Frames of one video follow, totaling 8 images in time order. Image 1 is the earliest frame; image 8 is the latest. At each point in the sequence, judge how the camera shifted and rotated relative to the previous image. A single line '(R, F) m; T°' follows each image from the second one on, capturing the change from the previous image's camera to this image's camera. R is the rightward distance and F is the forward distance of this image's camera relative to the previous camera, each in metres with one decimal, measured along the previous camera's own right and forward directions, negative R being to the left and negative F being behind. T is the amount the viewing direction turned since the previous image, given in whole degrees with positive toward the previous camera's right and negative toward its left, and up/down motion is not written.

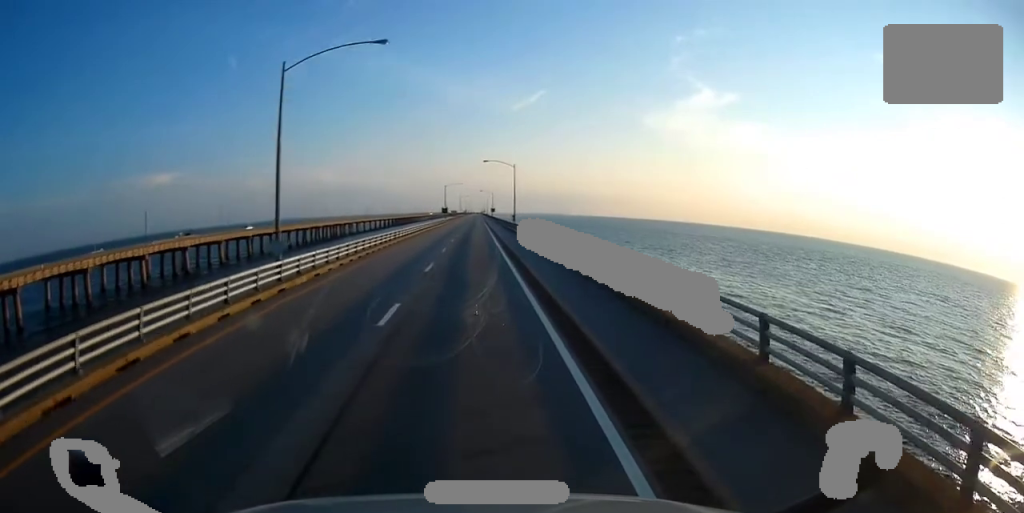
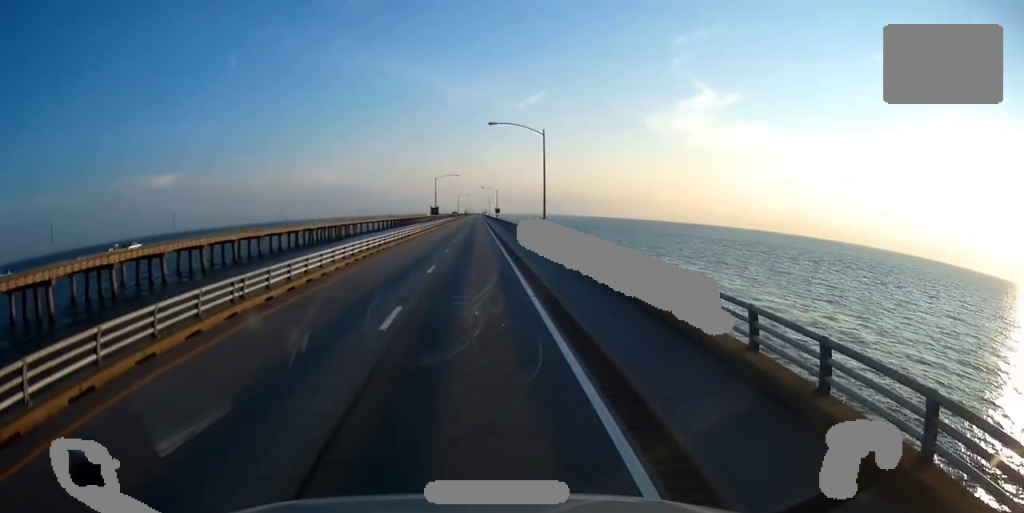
(-0.2, +36.4) m; -1°
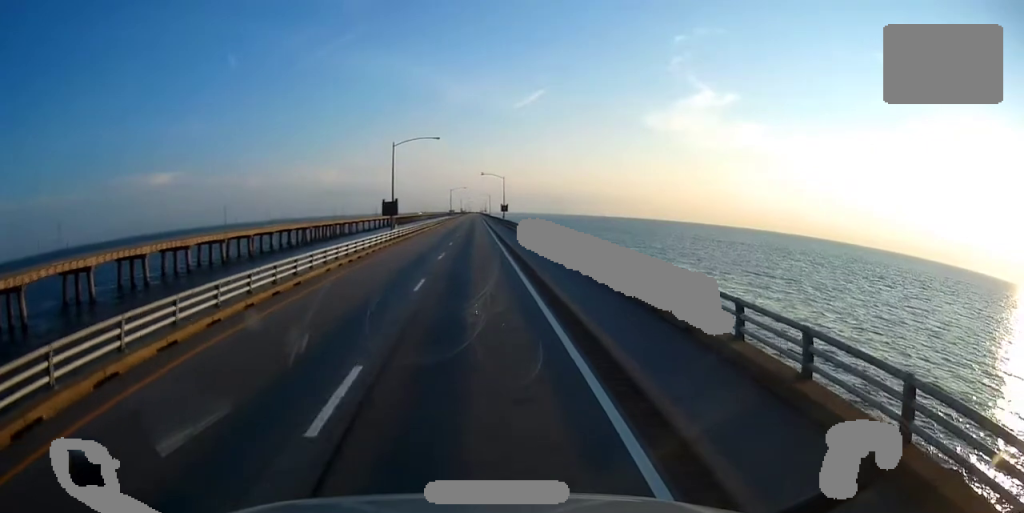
(0.0, +54.1) m; 0°
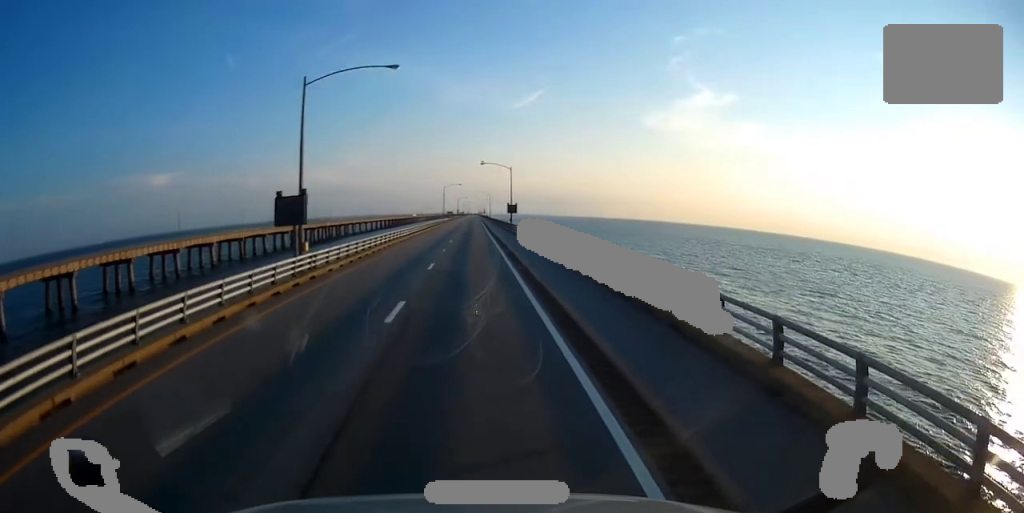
(+0.1, +29.1) m; +1°
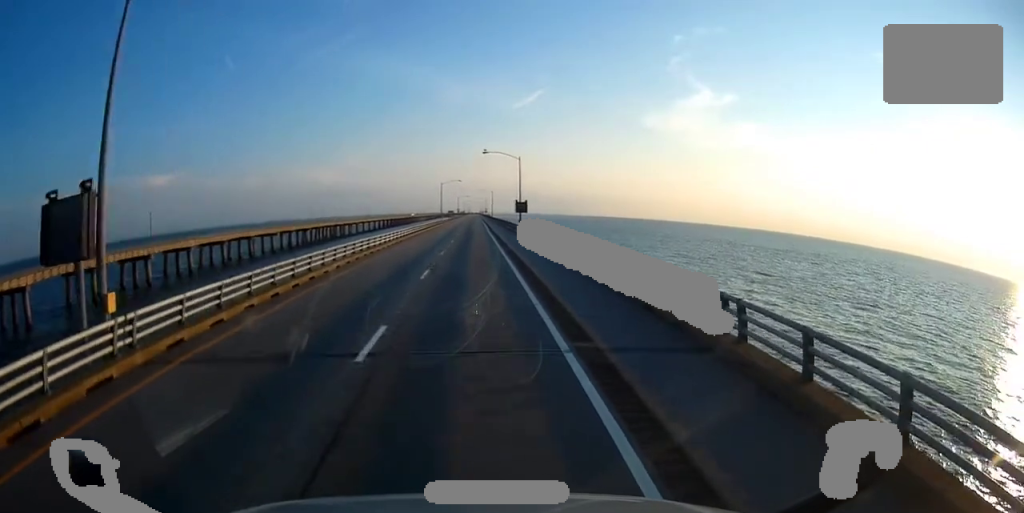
(+0.2, +15.6) m; 0°
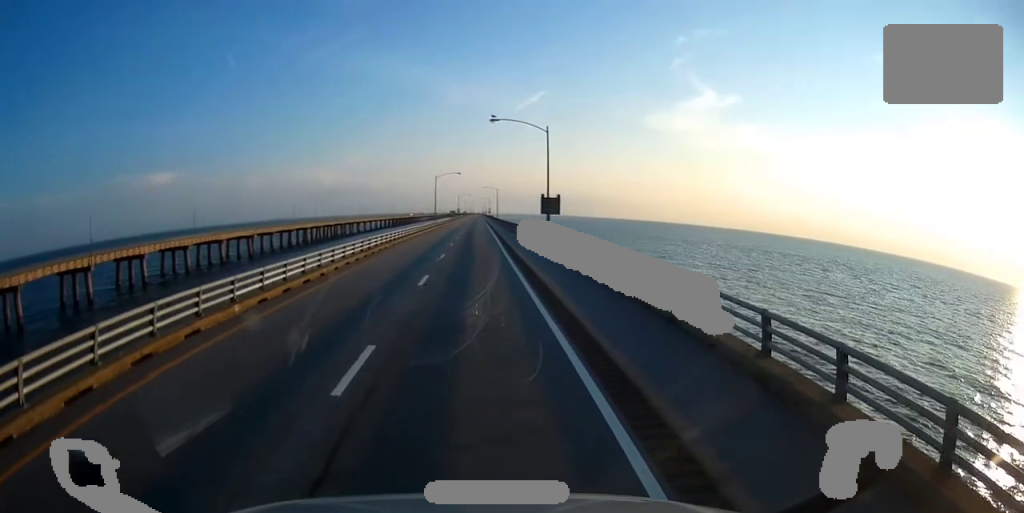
(-0.3, +25.9) m; -1°
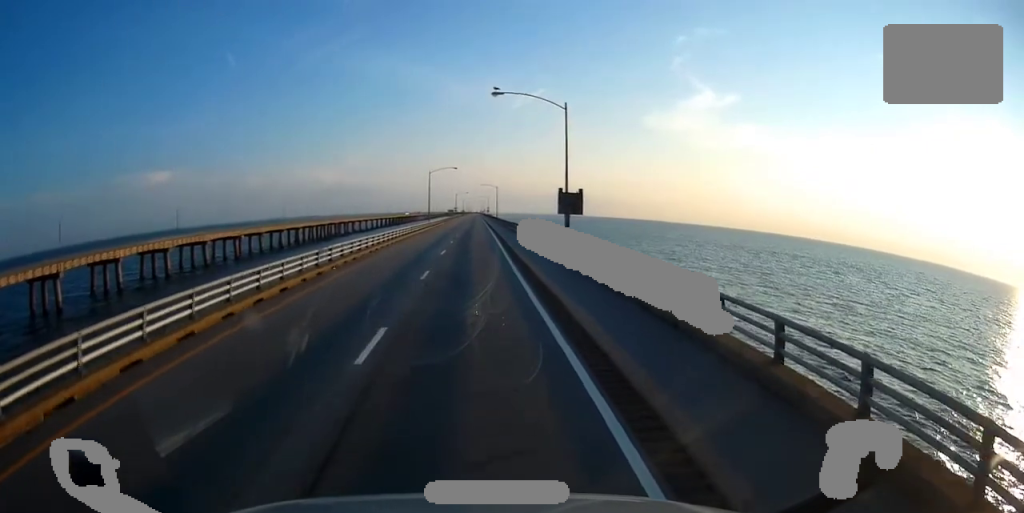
(-0.1, +10.3) m; 0°
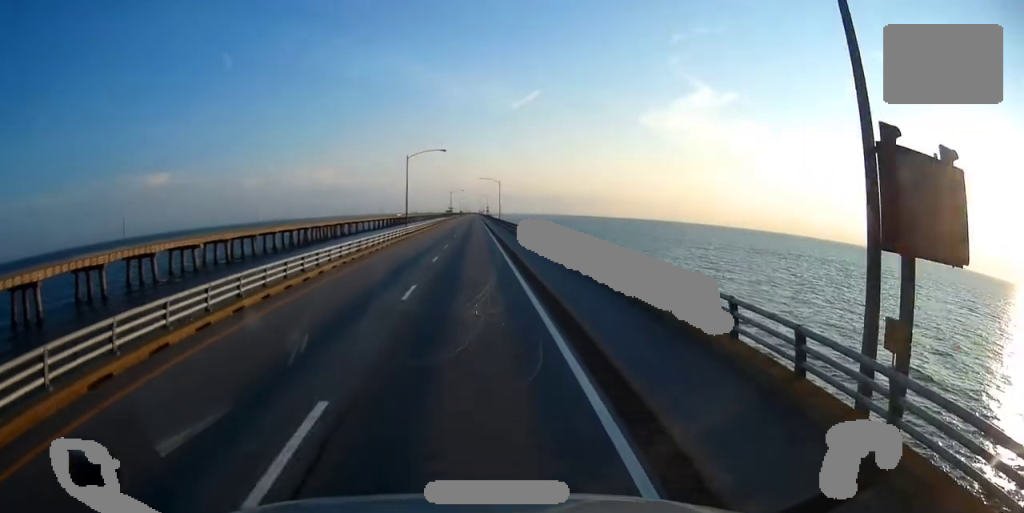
(-0.2, +28.9) m; 0°
